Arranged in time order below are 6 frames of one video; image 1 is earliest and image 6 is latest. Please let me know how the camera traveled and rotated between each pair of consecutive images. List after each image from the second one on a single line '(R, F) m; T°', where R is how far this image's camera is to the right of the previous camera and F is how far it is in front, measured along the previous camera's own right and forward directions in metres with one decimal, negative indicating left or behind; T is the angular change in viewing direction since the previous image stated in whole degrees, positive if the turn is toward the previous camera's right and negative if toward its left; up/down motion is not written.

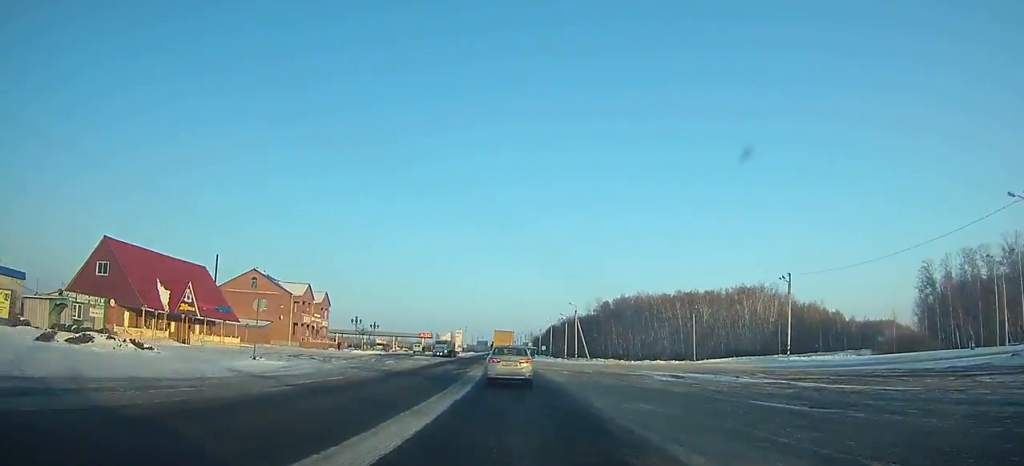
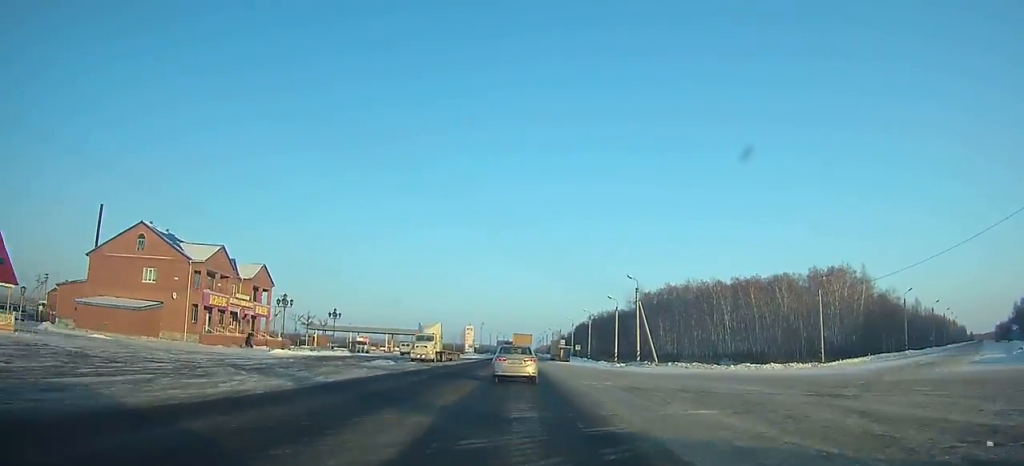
(+0.5, +36.7) m; 0°
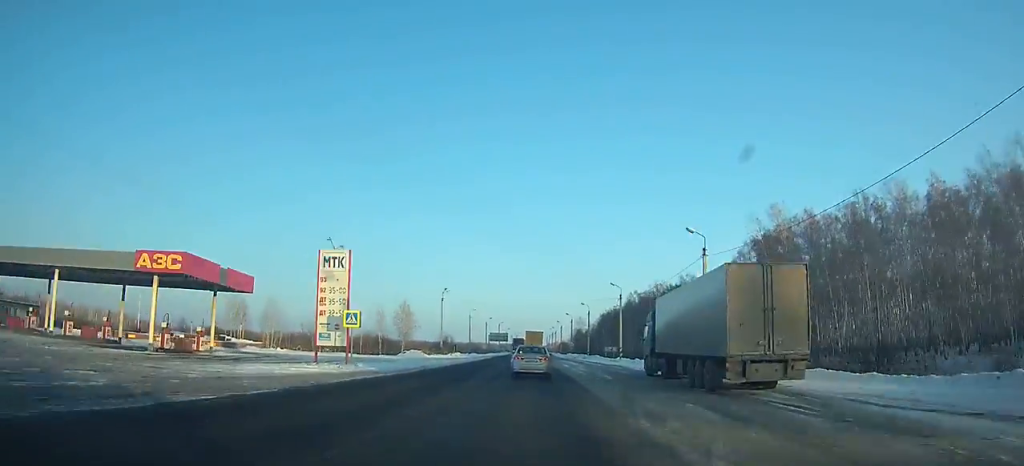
(-0.7, +104.3) m; 0°
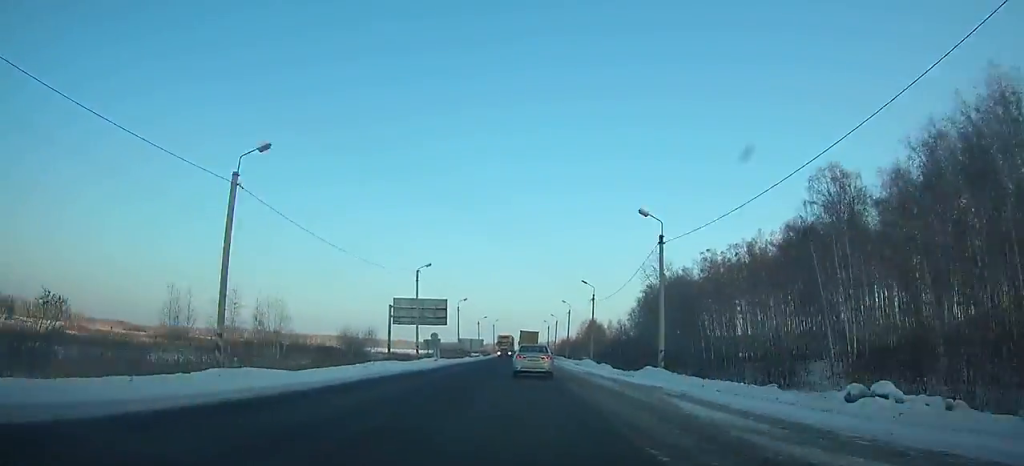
(+0.4, +128.6) m; 0°
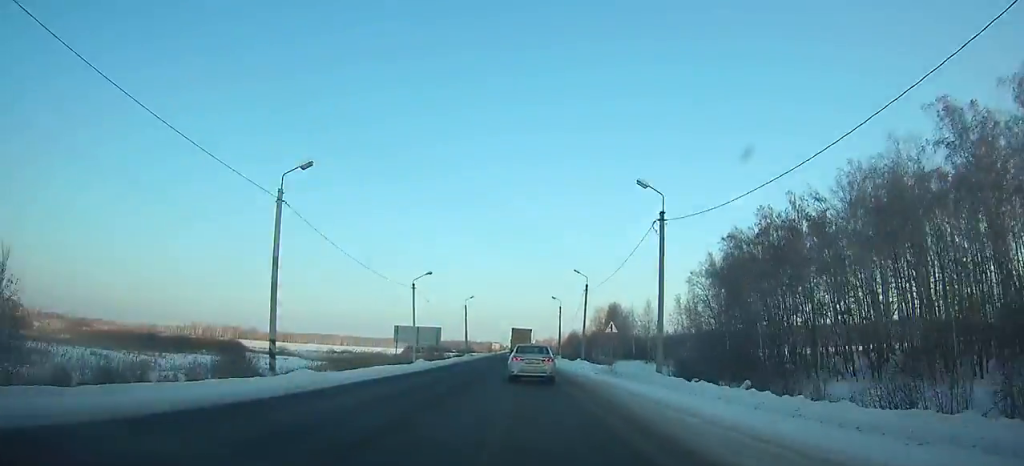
(-0.1, +64.6) m; 0°
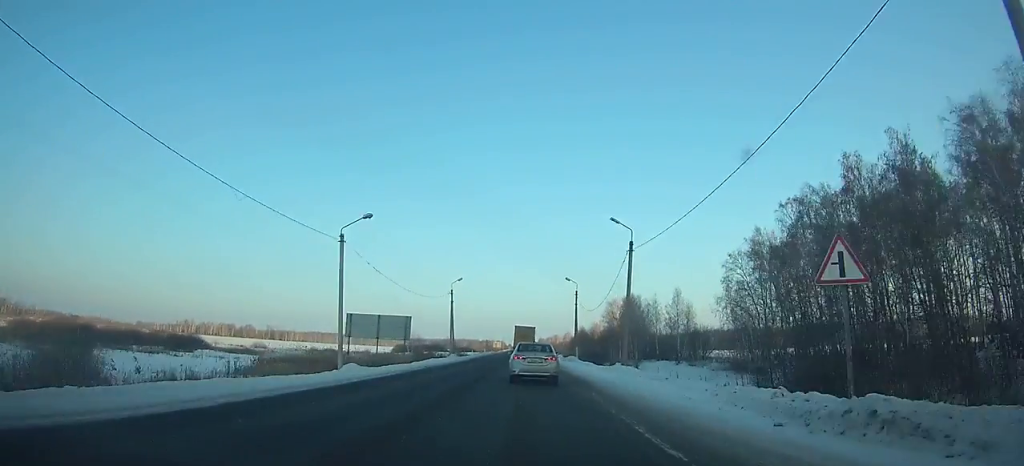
(-0.1, +21.7) m; 0°
